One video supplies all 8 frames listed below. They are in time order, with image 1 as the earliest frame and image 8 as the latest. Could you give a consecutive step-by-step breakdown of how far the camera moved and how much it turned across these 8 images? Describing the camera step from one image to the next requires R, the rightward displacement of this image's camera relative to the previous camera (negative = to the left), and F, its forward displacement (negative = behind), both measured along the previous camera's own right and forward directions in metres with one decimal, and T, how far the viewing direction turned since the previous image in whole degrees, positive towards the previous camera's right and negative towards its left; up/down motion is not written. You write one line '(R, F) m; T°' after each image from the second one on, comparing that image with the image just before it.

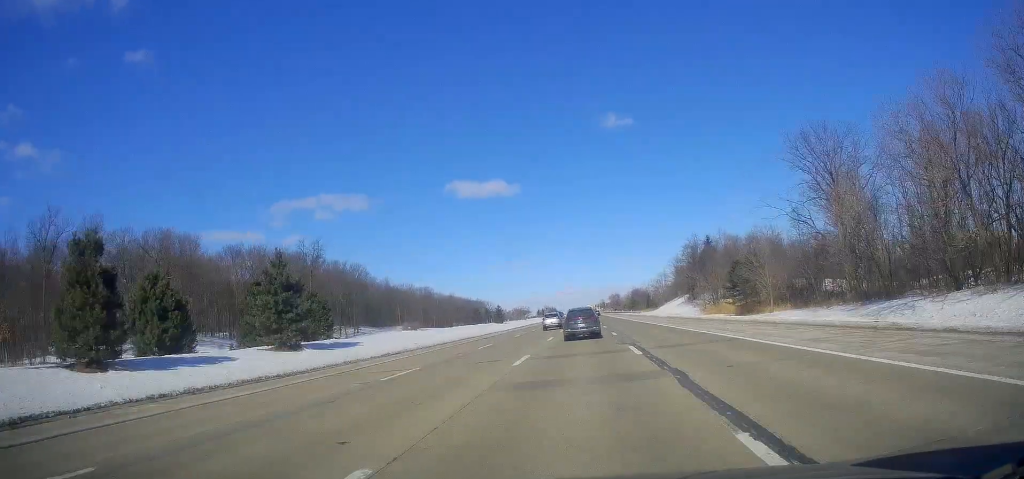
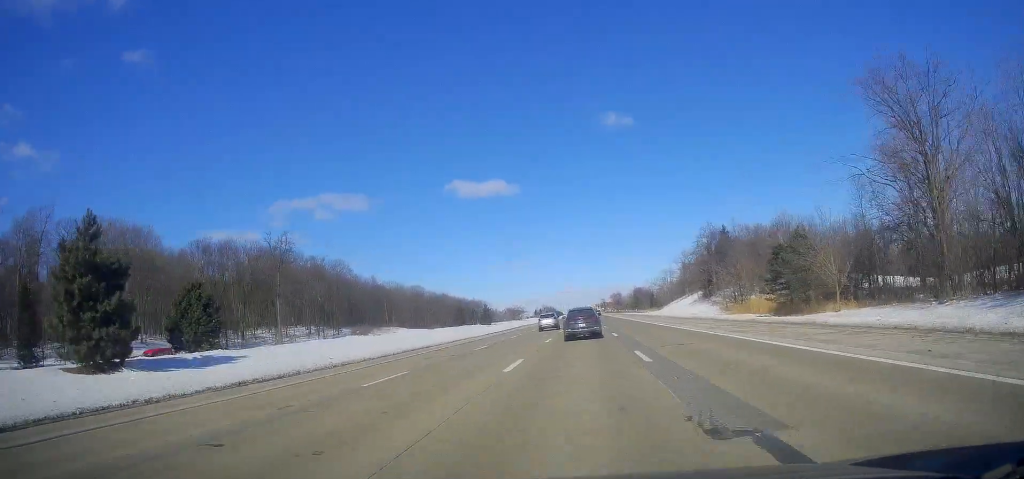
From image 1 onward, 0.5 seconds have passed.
(-0.3, +17.1) m; 0°
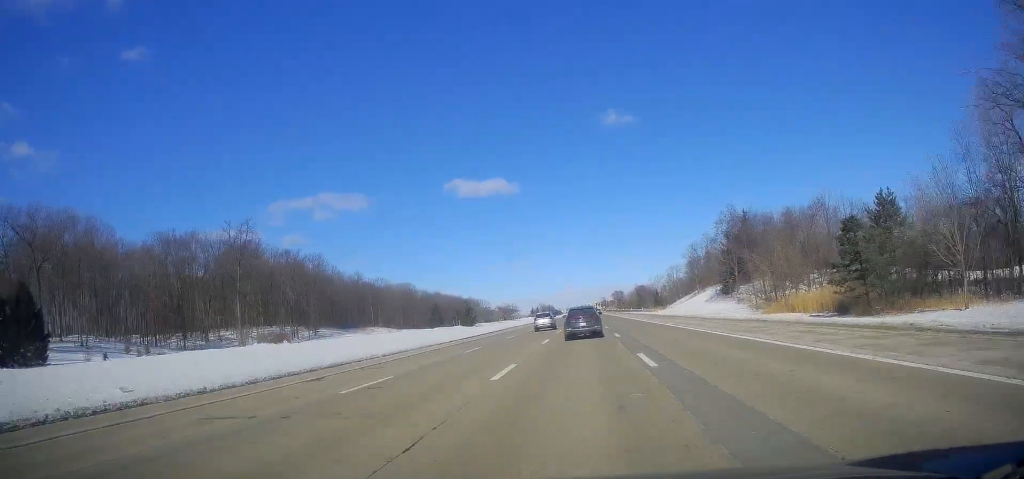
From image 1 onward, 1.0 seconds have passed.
(-0.4, +17.2) m; 0°
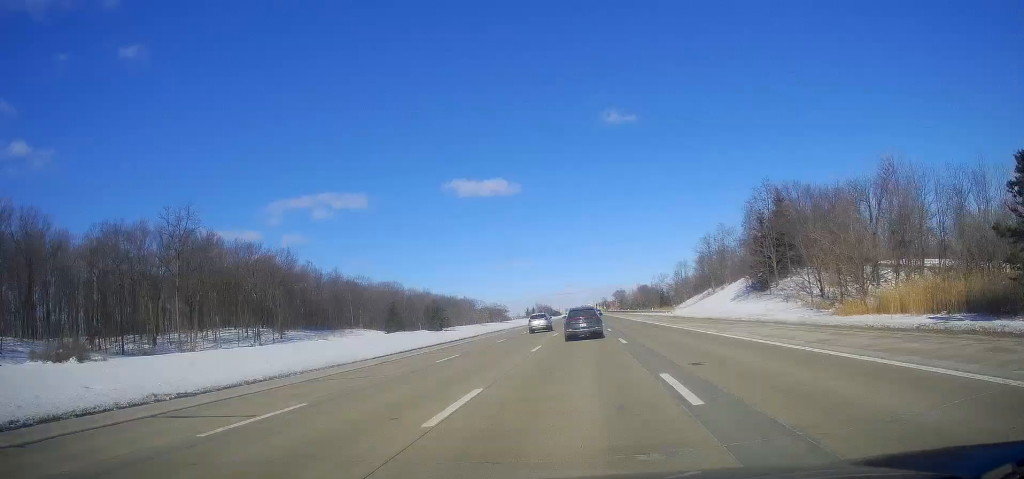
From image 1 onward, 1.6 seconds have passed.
(+0.4, +20.6) m; 0°
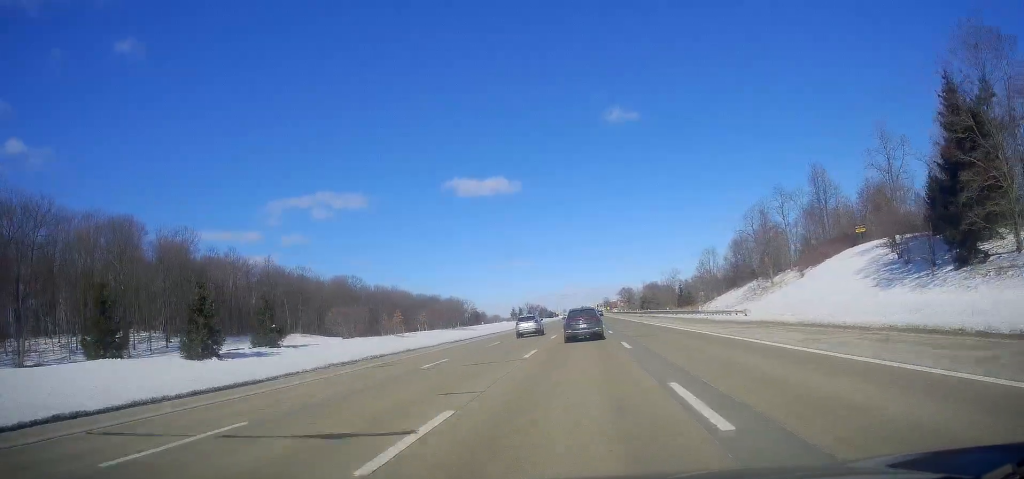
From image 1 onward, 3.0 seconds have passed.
(-0.3, +48.3) m; 0°
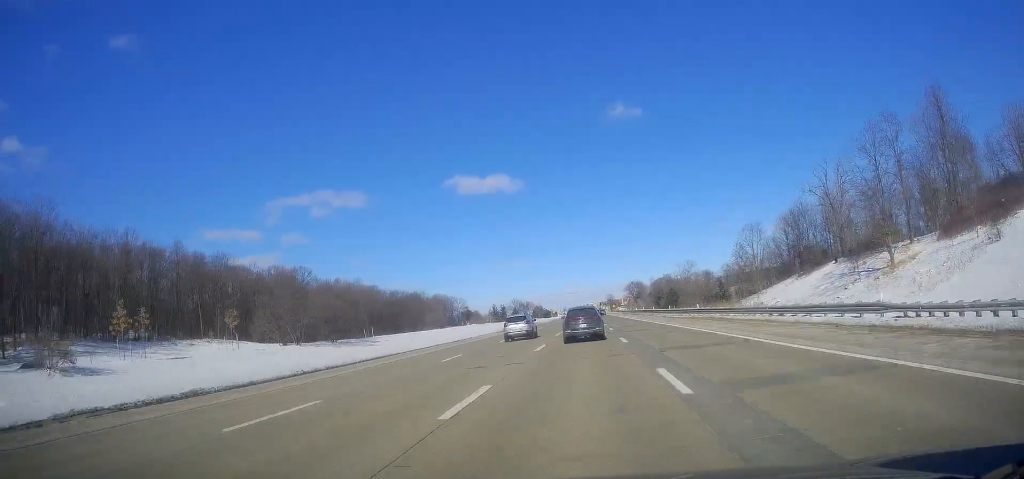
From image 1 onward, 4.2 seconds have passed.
(+0.7, +42.9) m; 0°
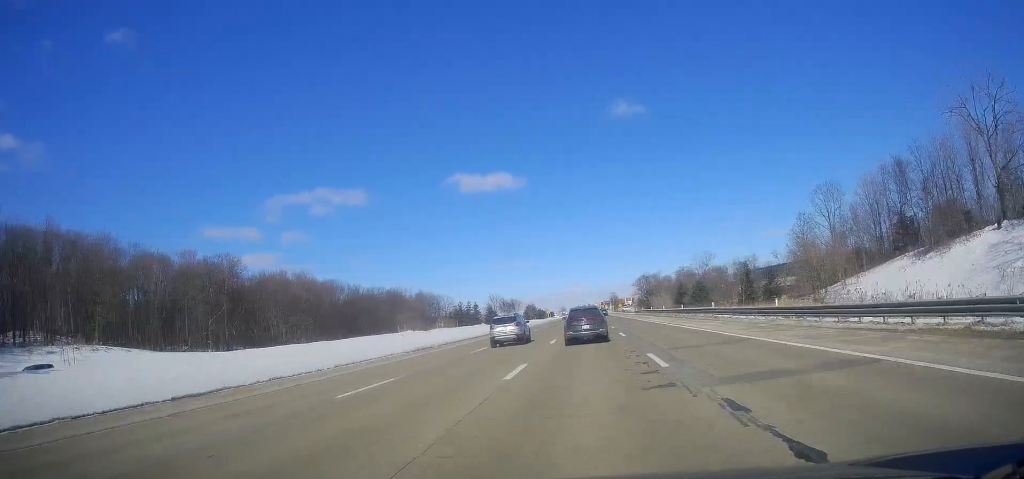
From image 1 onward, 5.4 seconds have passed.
(-0.4, +40.5) m; 0°
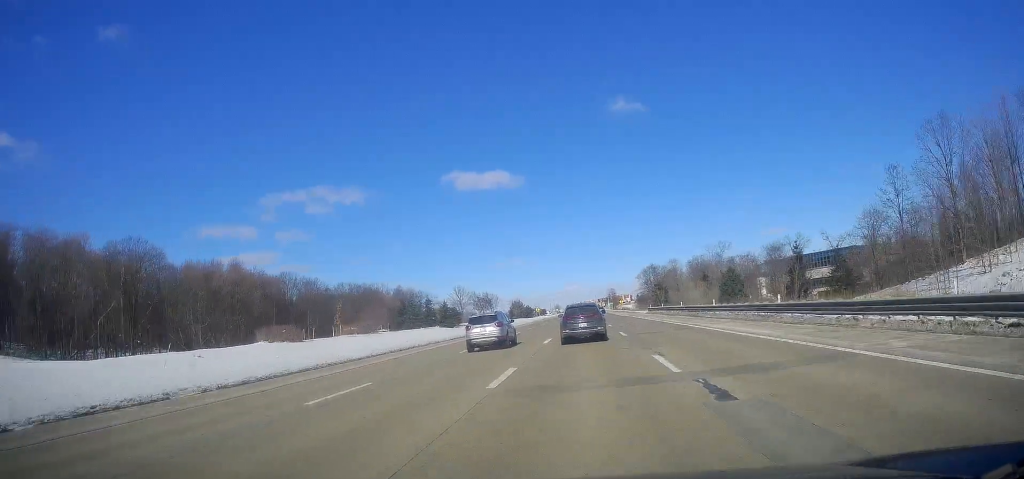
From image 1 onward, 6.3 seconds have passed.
(+0.4, +32.5) m; 0°
